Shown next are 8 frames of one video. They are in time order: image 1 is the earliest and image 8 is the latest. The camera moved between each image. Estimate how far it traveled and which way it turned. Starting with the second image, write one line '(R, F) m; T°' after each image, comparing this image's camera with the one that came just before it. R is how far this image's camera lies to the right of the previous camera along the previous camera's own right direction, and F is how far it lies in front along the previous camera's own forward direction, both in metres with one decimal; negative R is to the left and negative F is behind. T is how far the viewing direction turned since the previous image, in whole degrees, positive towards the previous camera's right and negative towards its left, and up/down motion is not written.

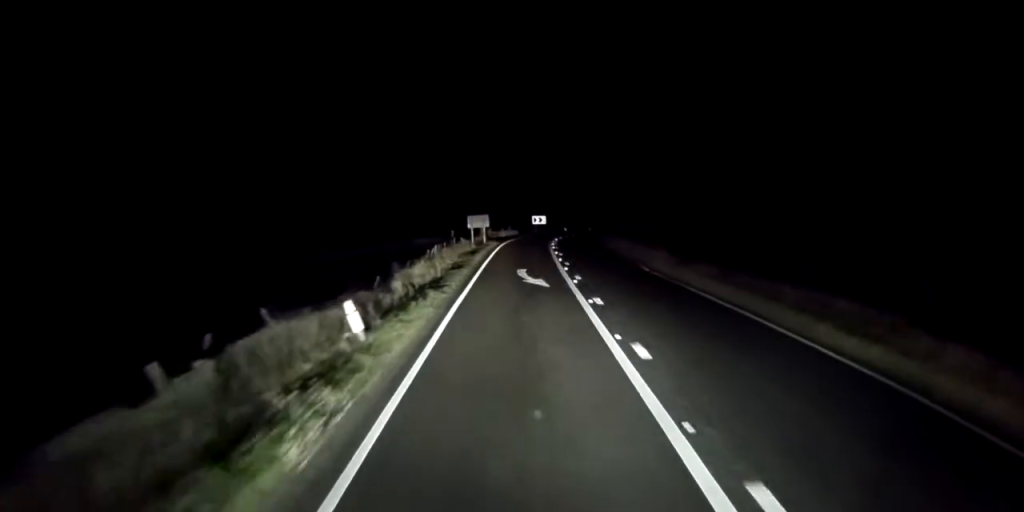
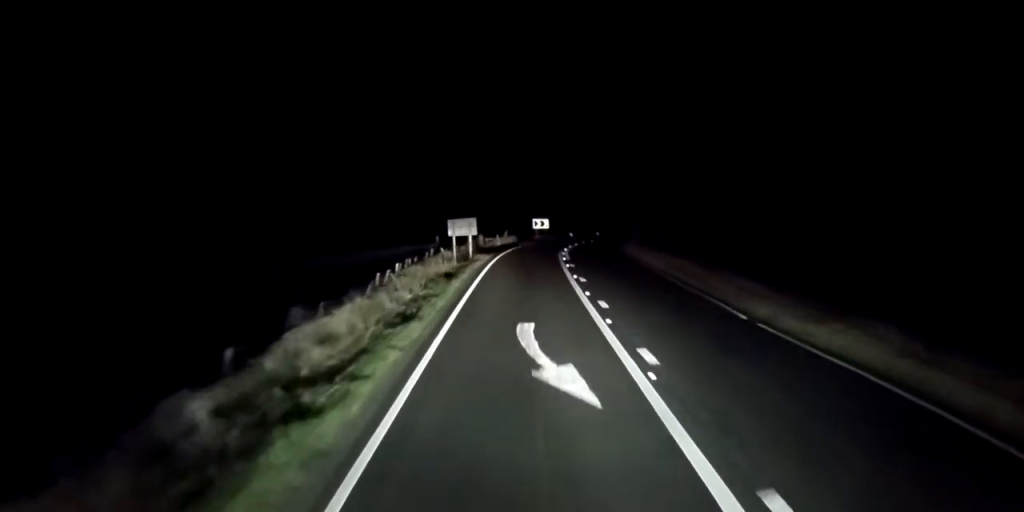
(0.0, +12.9) m; +2°
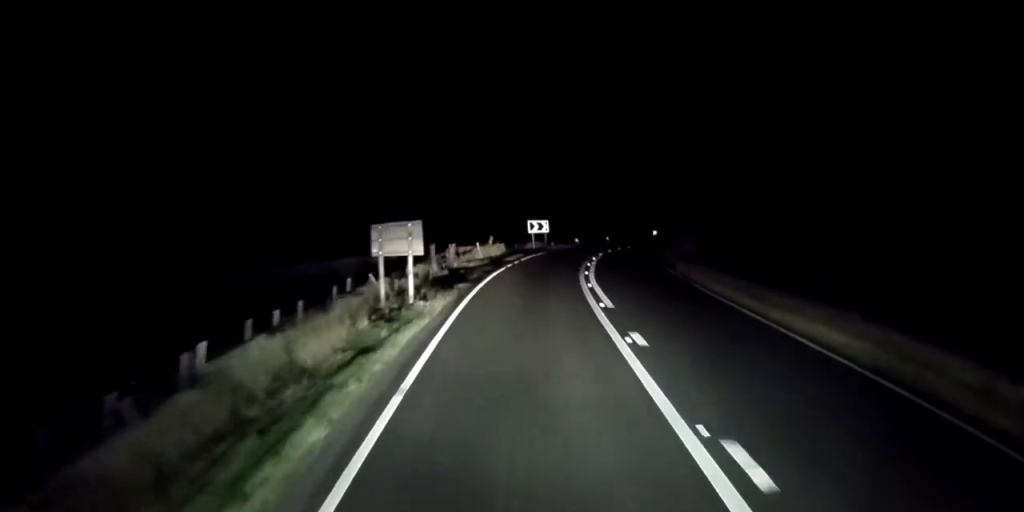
(+1.4, +17.3) m; +11°
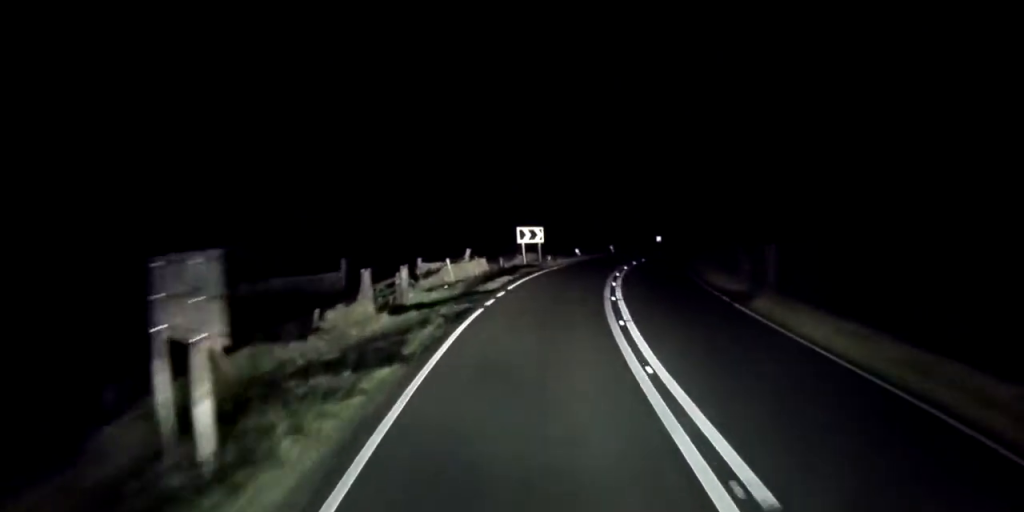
(+0.6, +11.1) m; +3°
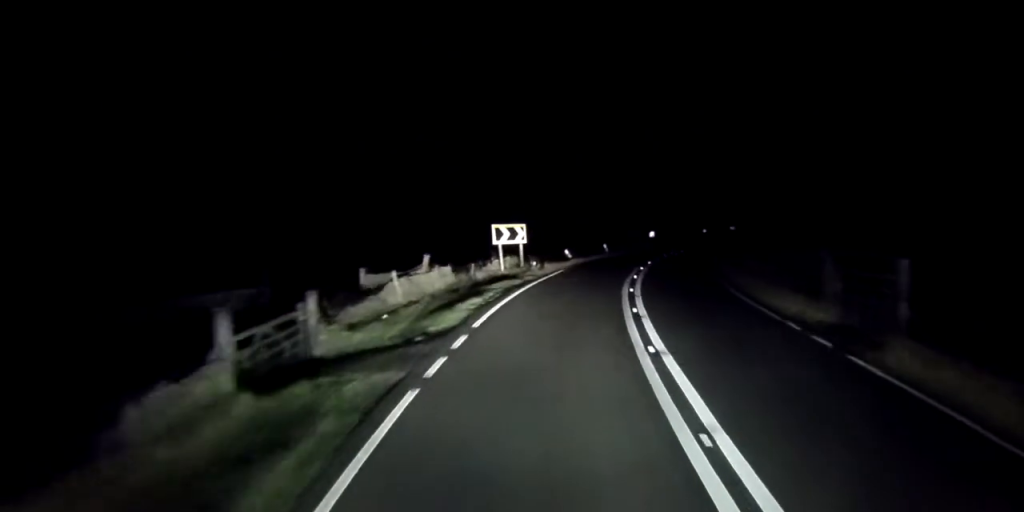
(+0.1, +8.3) m; +3°
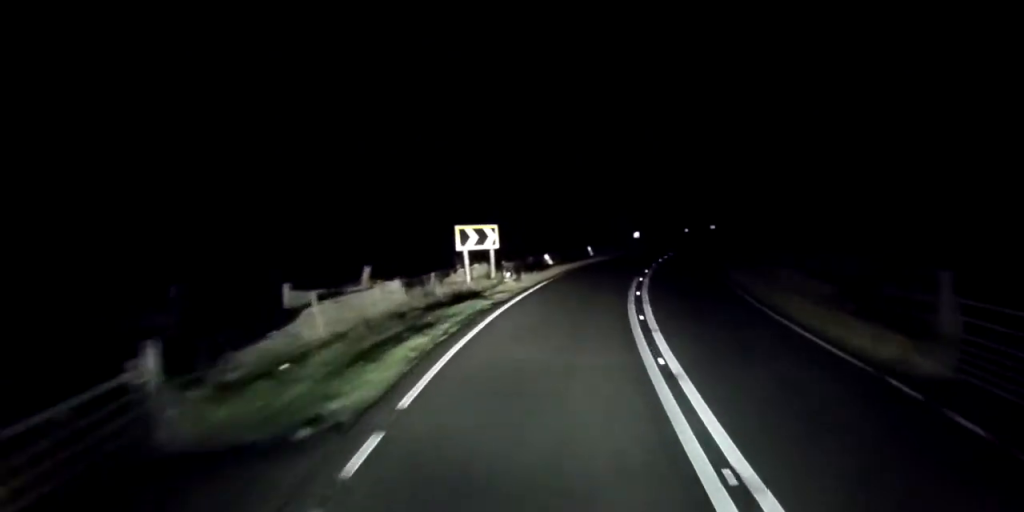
(-0.2, +5.9) m; +3°
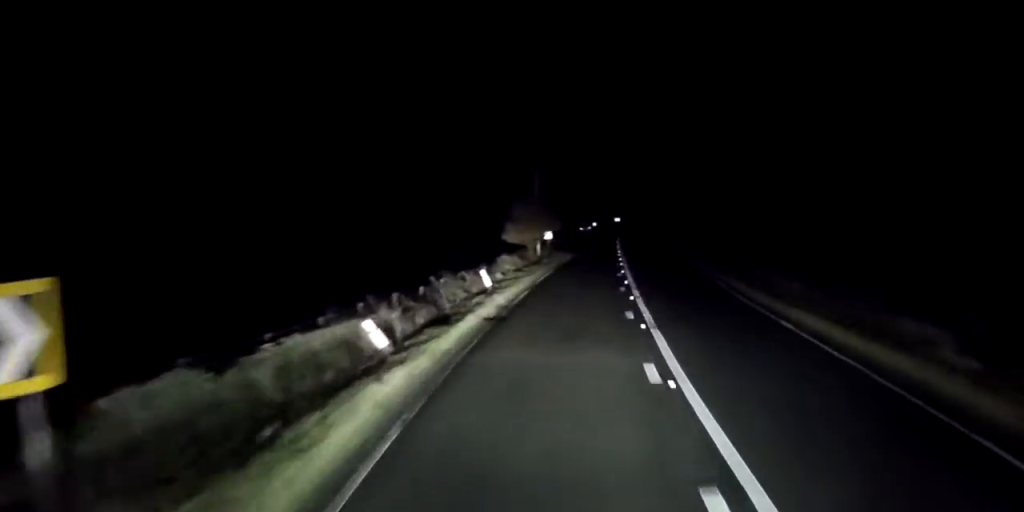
(+2.1, +20.0) m; +7°
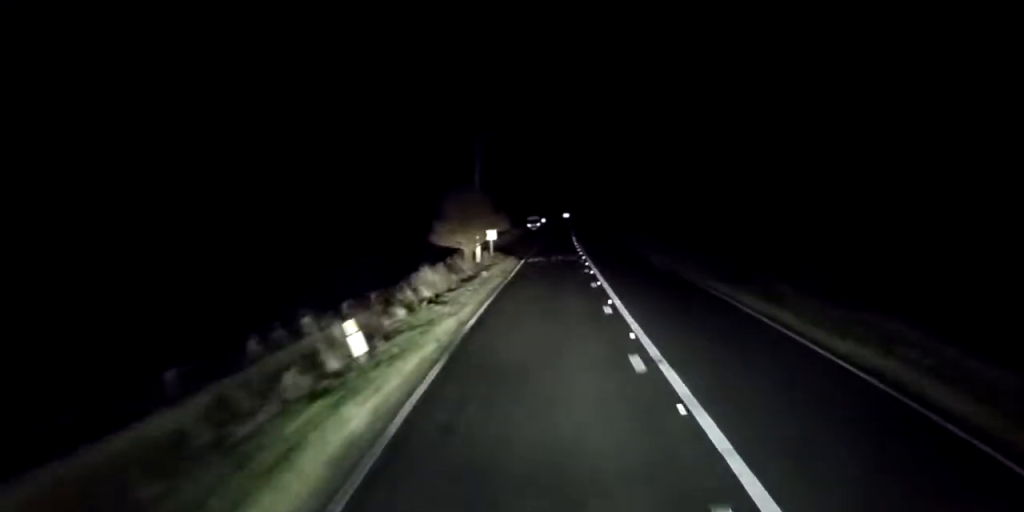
(0.0, +11.2) m; +1°
